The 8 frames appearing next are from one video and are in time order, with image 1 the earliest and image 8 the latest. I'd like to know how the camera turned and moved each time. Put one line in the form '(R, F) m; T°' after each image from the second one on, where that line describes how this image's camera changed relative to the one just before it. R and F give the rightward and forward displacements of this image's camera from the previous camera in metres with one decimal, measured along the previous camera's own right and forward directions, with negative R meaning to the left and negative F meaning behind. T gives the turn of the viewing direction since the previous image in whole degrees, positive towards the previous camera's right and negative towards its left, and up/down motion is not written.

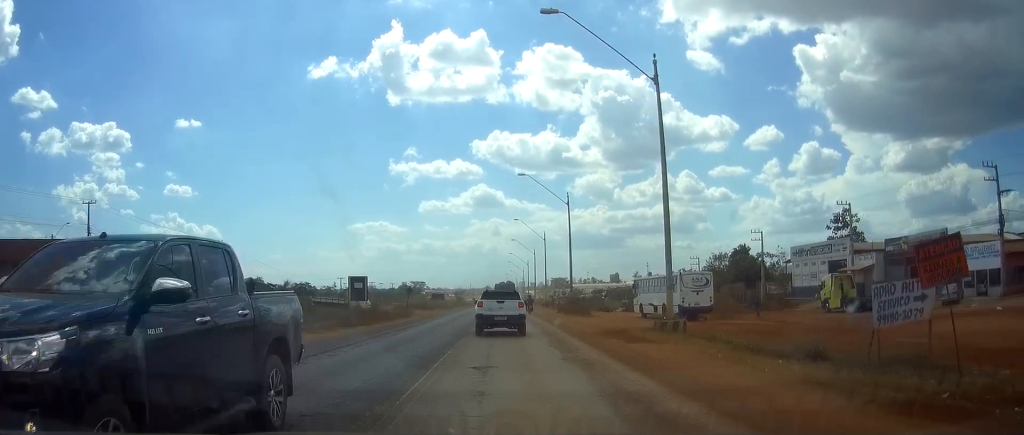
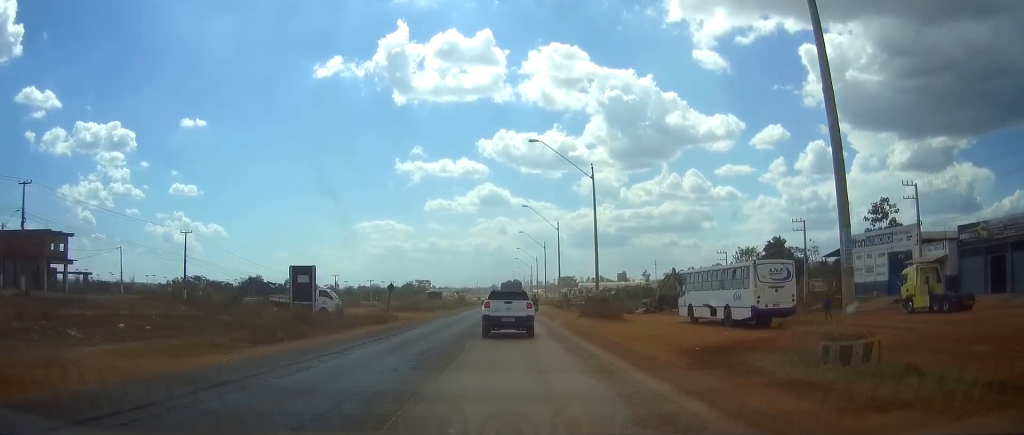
(+0.3, +13.2) m; 0°
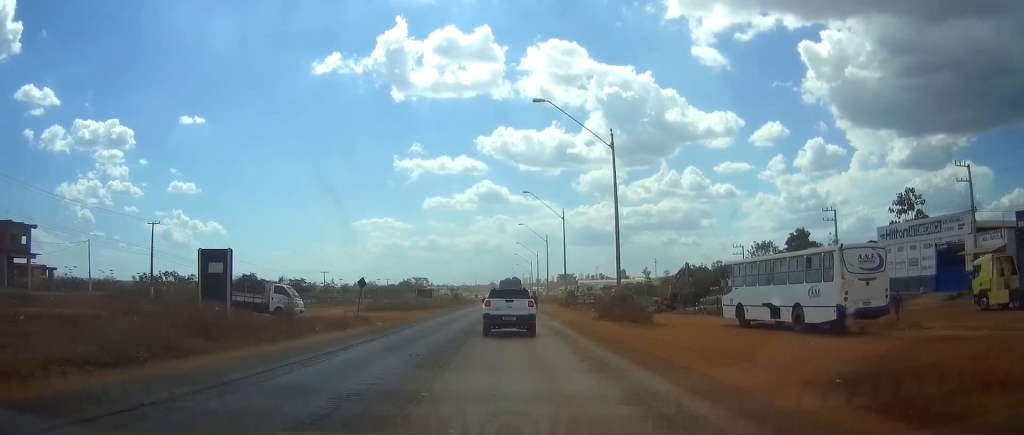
(-0.2, +9.4) m; 0°
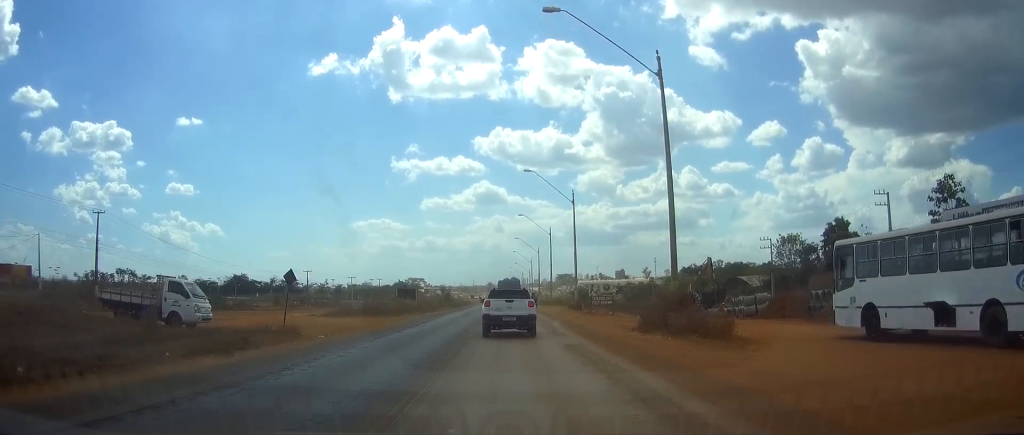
(-0.1, +13.1) m; -1°
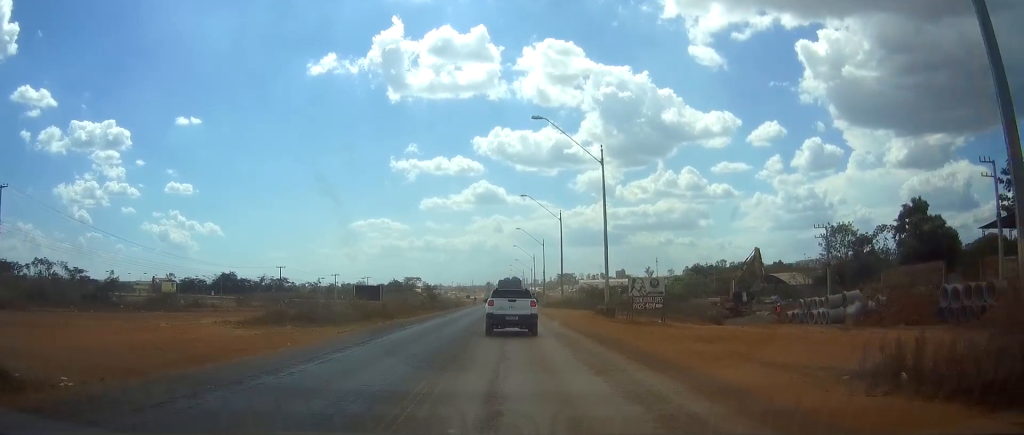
(-0.1, +18.4) m; 0°
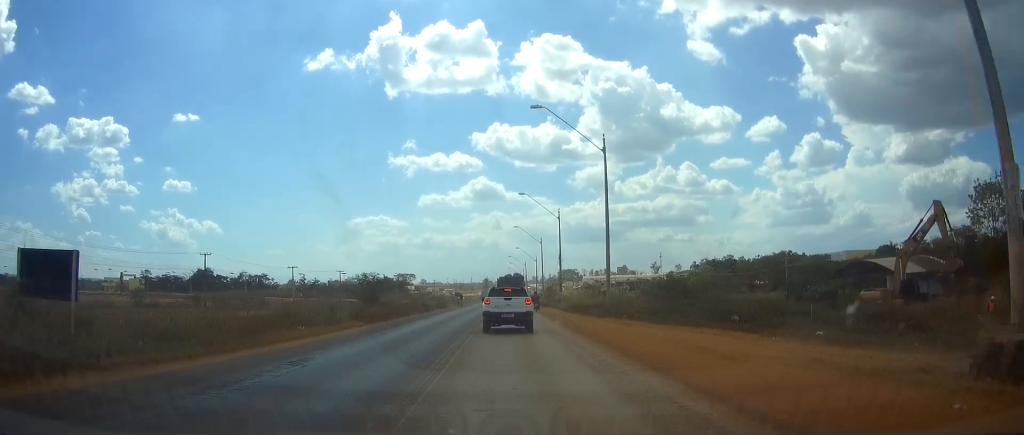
(+0.1, +34.4) m; -1°
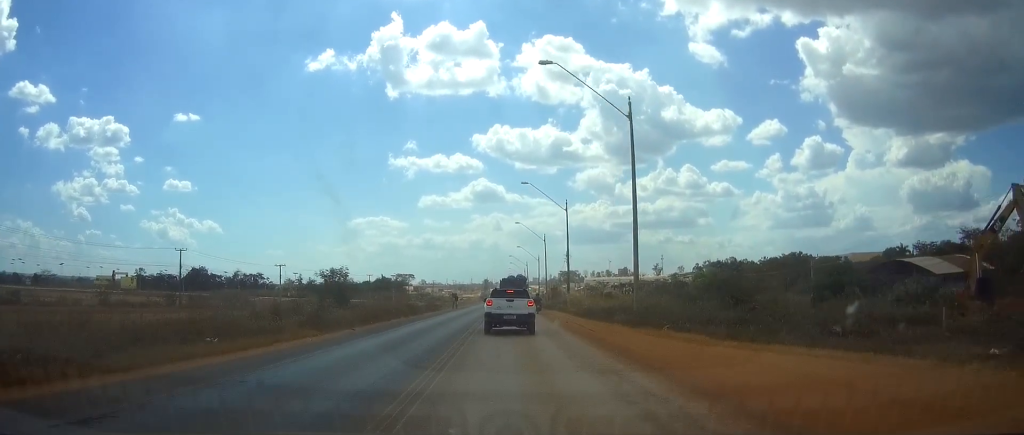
(-0.1, +8.3) m; 0°
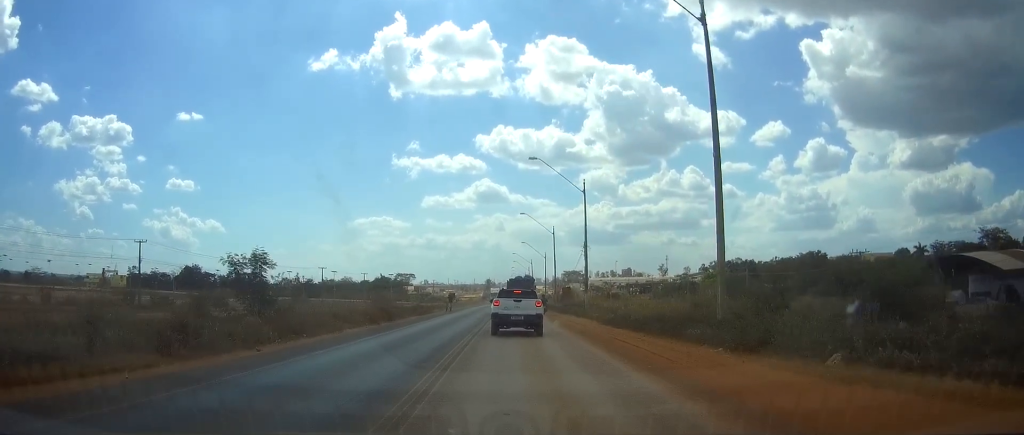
(0.0, +12.4) m; 0°
